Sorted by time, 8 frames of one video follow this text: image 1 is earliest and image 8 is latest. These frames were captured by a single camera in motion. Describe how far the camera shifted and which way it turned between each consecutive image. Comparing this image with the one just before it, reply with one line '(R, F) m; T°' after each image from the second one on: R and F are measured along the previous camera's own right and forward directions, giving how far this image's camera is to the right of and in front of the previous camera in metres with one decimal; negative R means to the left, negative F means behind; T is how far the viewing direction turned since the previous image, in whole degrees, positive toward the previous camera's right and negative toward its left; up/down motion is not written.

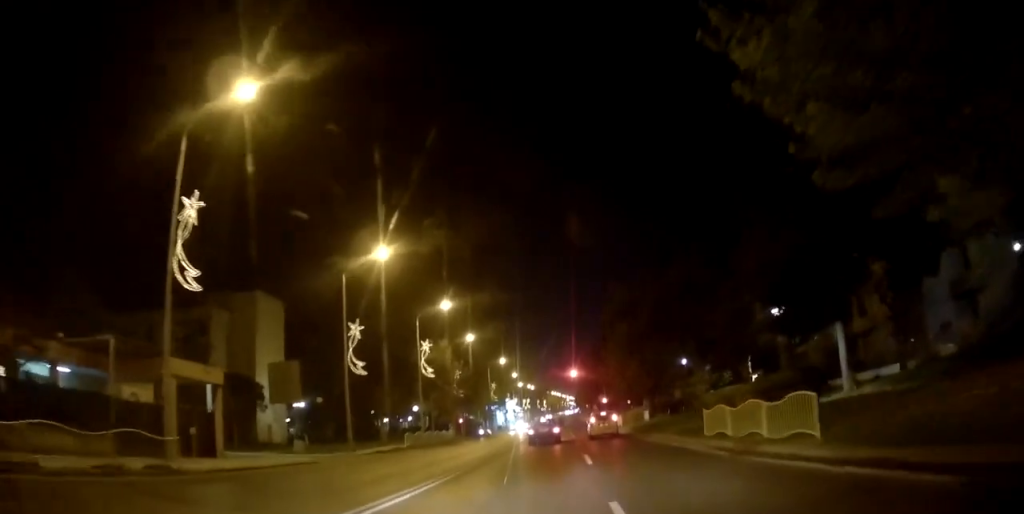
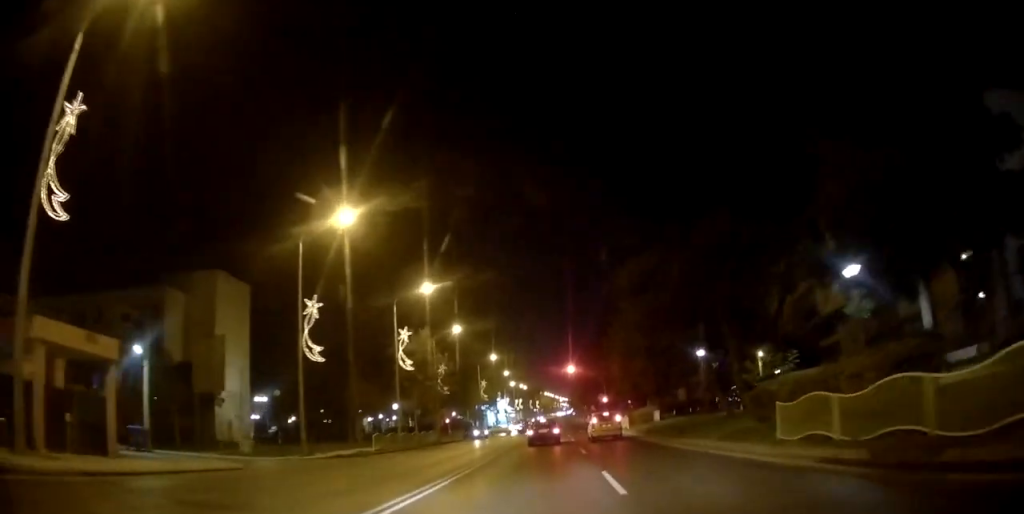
(-0.1, +6.8) m; 0°
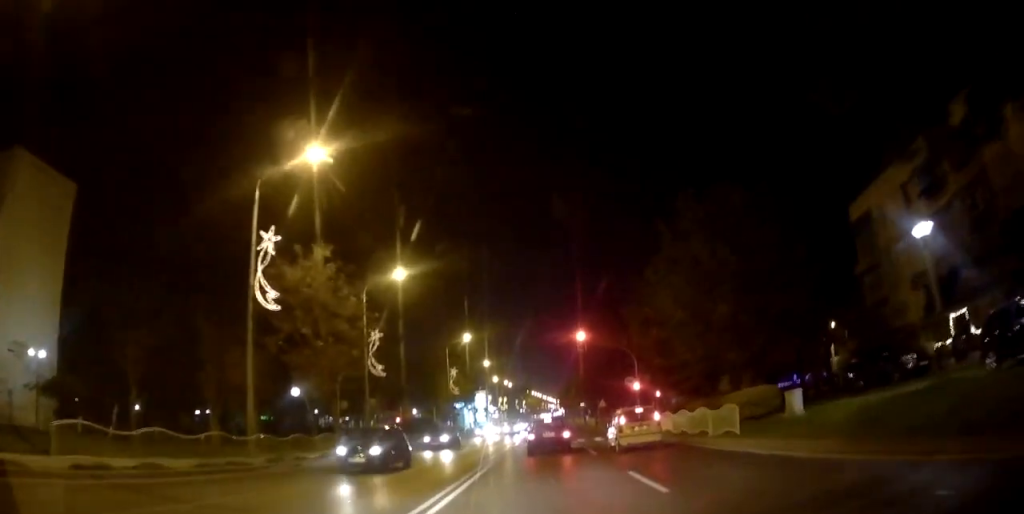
(+0.9, +24.8) m; +4°
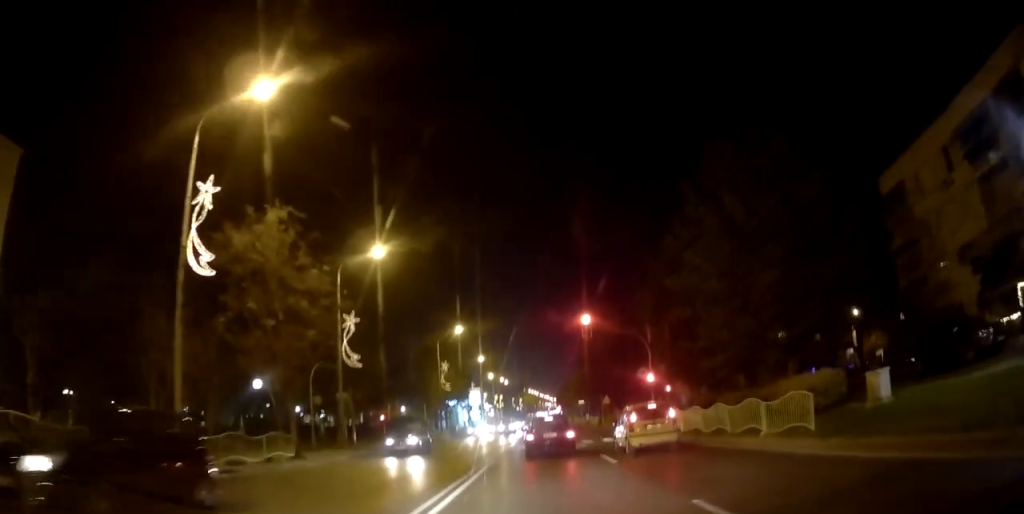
(+0.1, +5.6) m; +1°
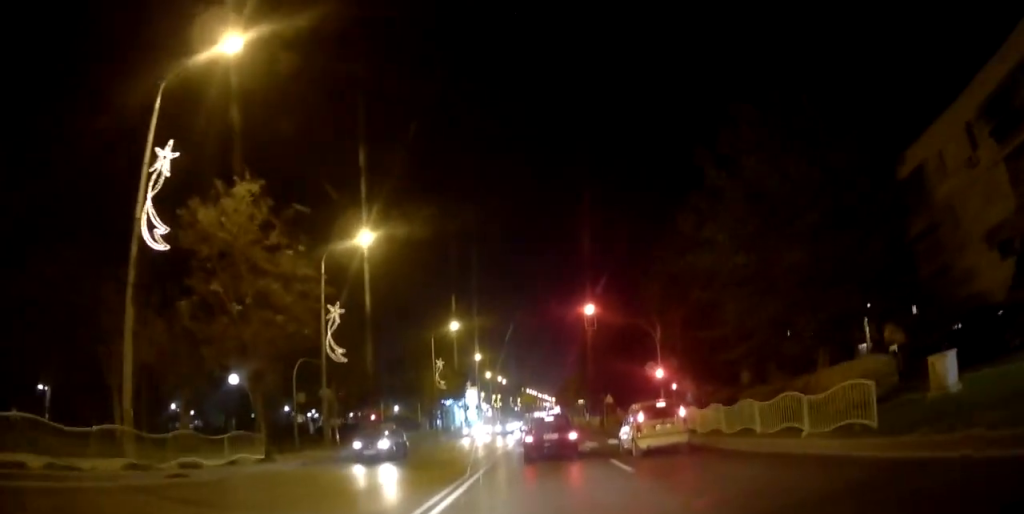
(0.0, +3.1) m; 0°
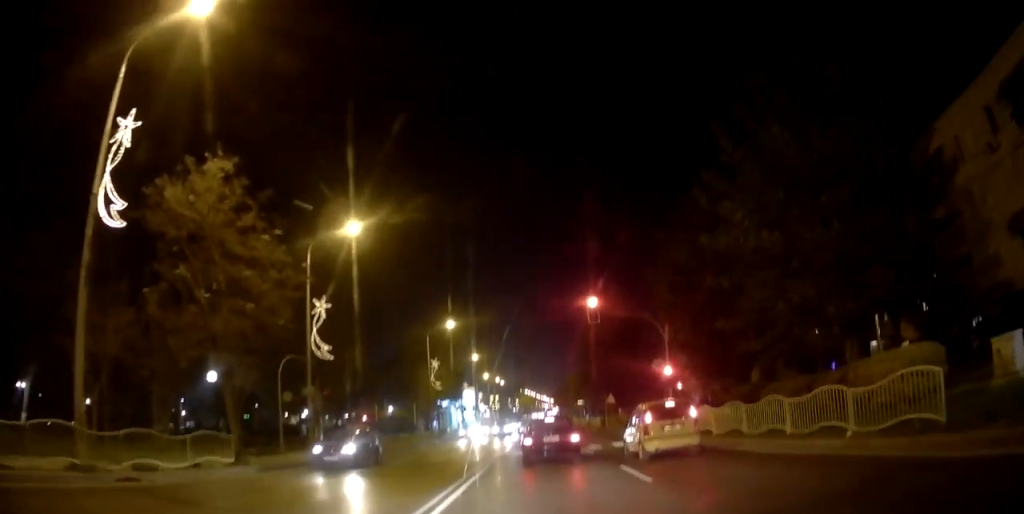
(0.0, +2.3) m; -2°
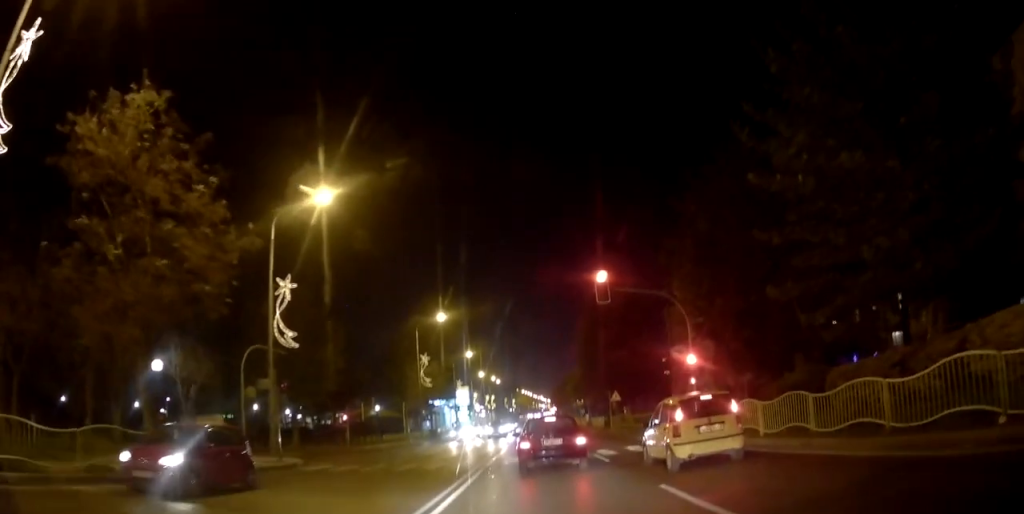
(-0.2, +5.0) m; -3°
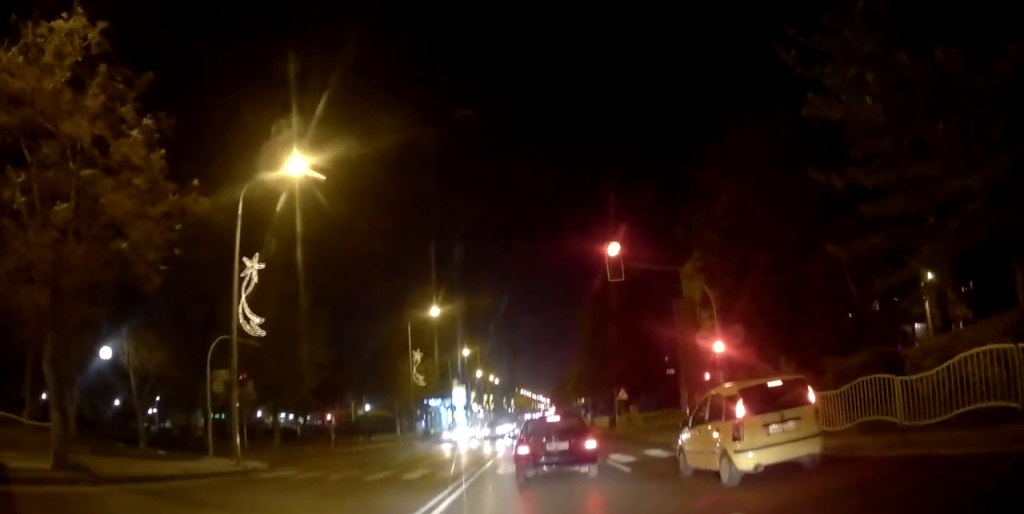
(+0.1, +3.9) m; +5°
